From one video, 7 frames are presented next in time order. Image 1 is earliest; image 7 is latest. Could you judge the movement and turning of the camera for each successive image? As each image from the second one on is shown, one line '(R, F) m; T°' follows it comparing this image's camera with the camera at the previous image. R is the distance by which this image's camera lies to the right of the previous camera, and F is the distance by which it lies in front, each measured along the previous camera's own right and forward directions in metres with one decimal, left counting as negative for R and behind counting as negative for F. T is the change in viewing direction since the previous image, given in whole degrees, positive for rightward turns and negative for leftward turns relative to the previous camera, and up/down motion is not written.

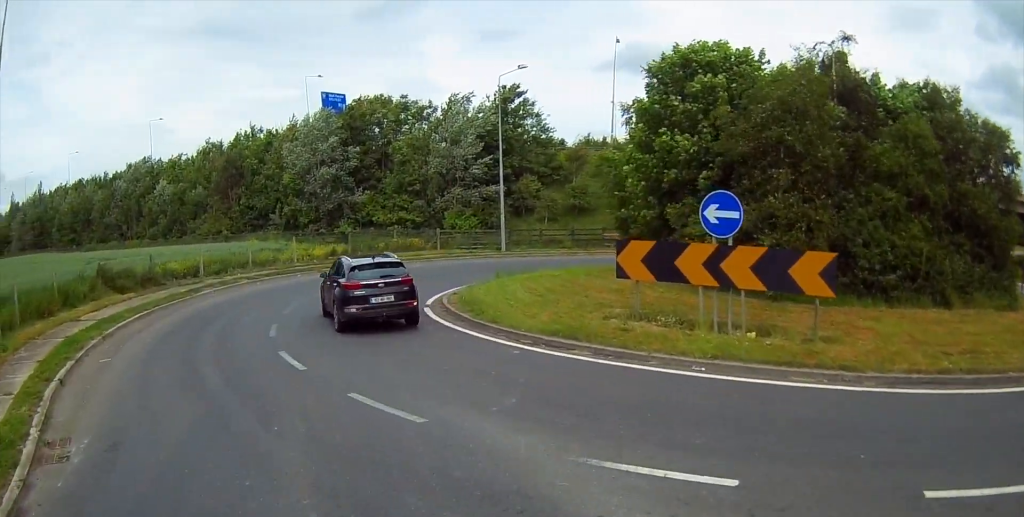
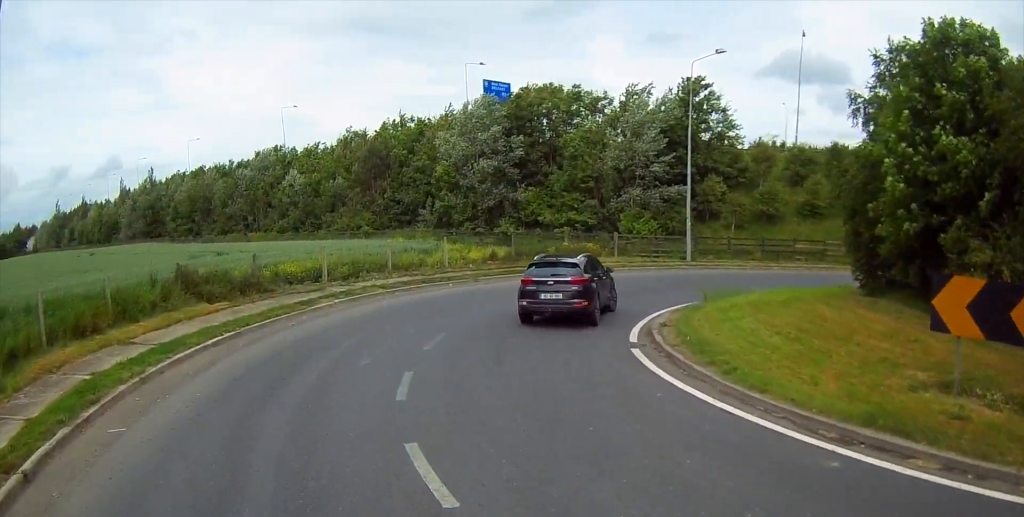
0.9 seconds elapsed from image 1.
(-0.6, +5.6) m; -13°
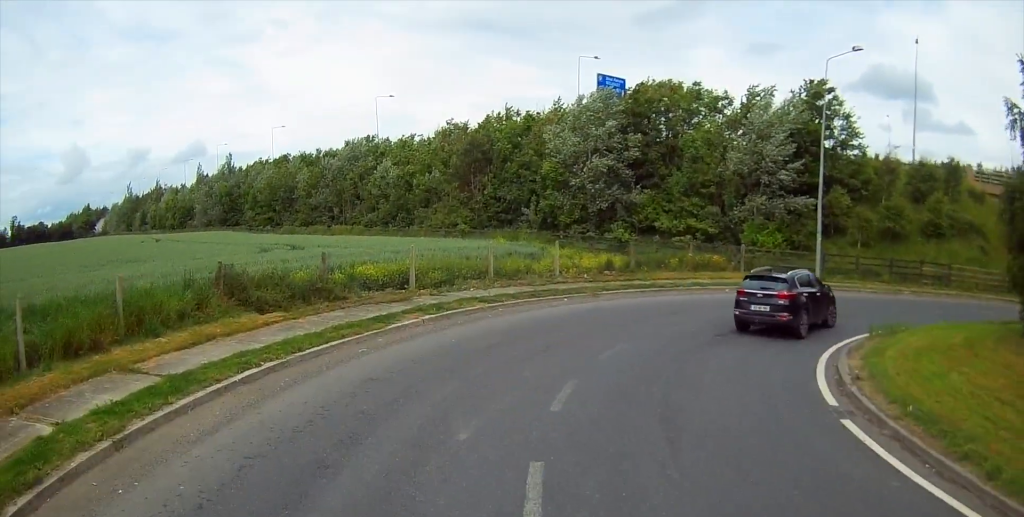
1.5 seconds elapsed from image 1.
(-0.4, +4.0) m; -10°
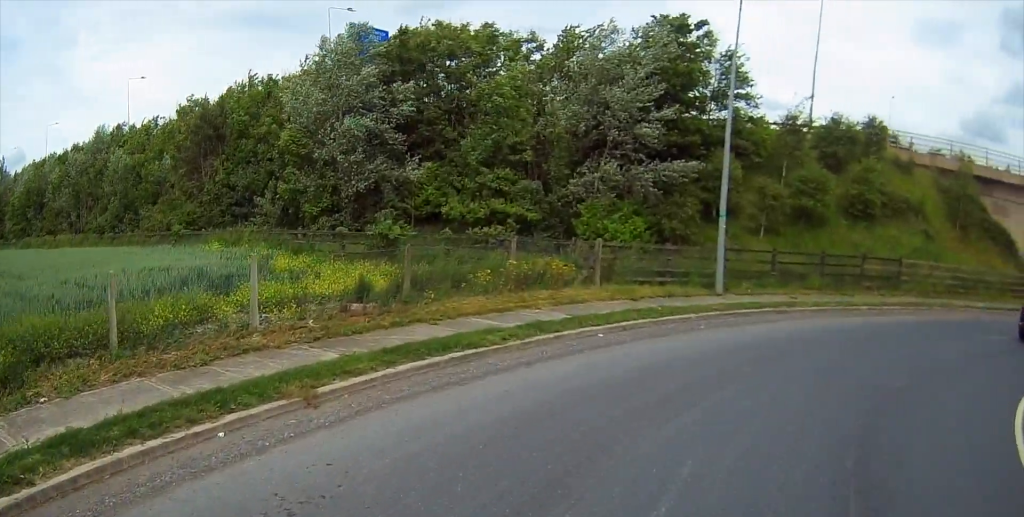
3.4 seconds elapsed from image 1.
(-0.5, +12.8) m; +9°
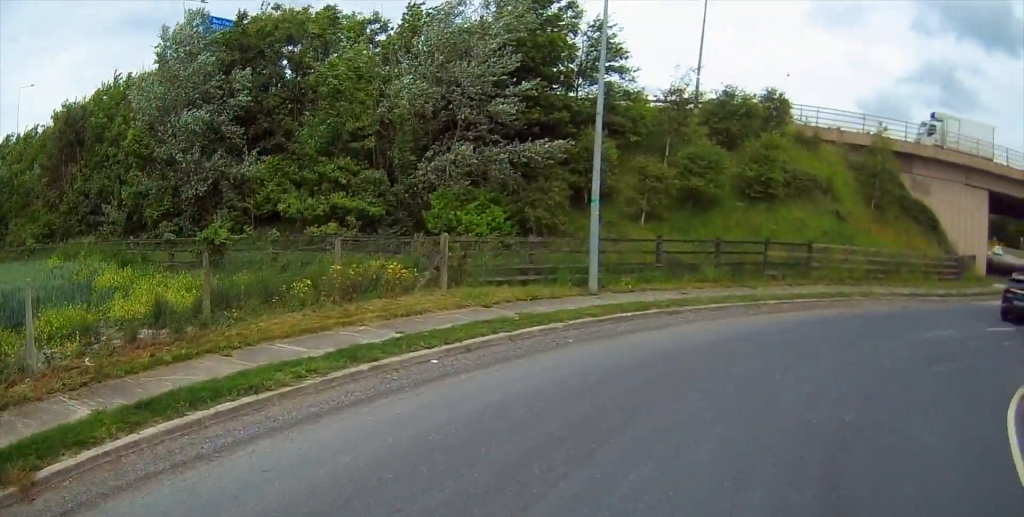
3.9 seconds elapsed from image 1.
(+0.5, +3.0) m; +10°
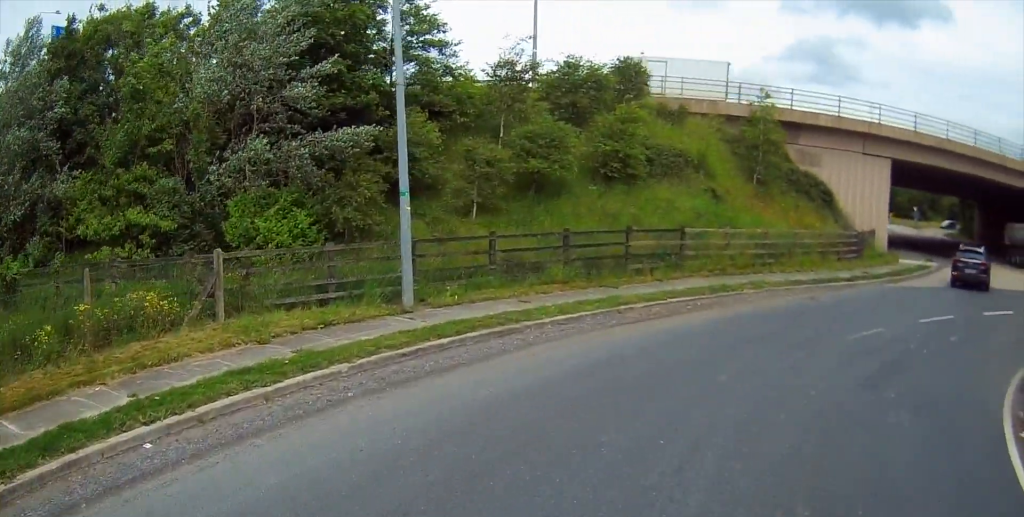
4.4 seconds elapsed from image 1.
(0.0, +3.5) m; +12°
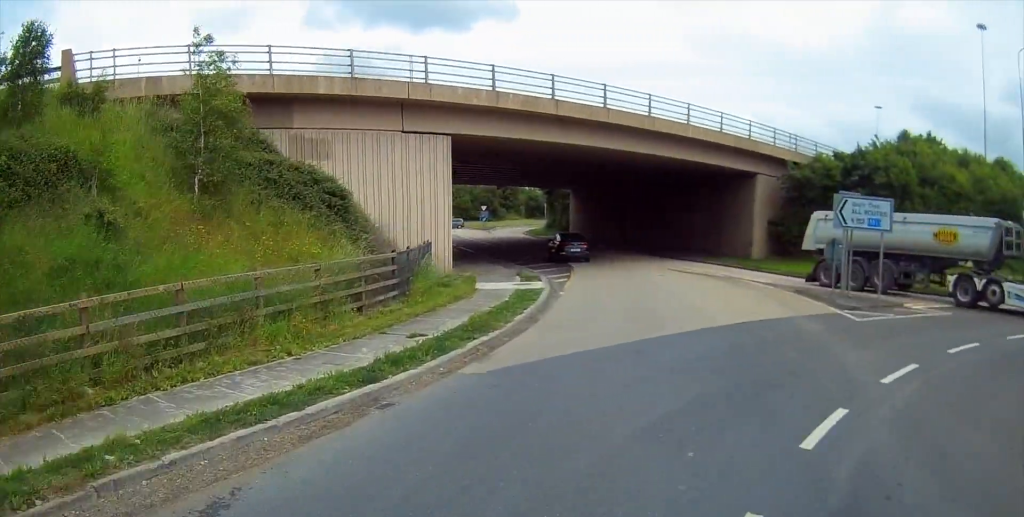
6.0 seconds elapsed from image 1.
(+4.1, +11.1) m; +37°
